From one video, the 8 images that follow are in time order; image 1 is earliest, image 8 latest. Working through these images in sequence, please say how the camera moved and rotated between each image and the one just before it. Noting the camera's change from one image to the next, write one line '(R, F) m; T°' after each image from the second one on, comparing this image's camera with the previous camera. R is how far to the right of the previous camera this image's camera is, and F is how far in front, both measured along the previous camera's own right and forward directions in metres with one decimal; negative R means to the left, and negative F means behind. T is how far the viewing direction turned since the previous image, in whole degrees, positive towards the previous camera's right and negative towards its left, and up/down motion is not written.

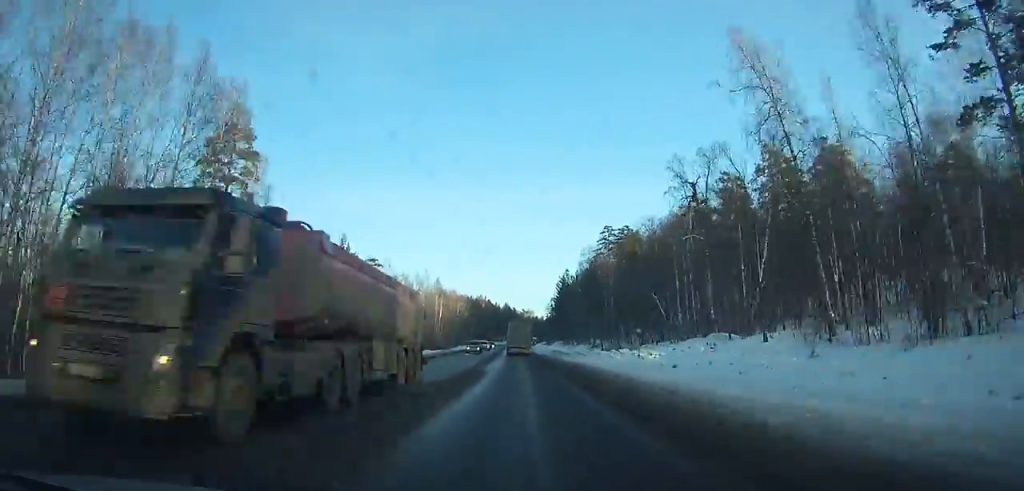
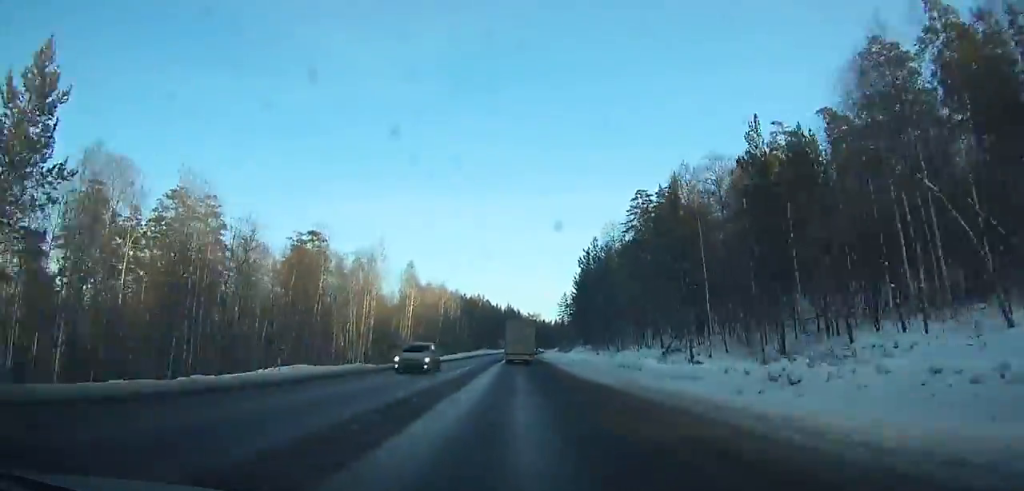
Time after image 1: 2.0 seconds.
(-0.6, +40.5) m; -1°
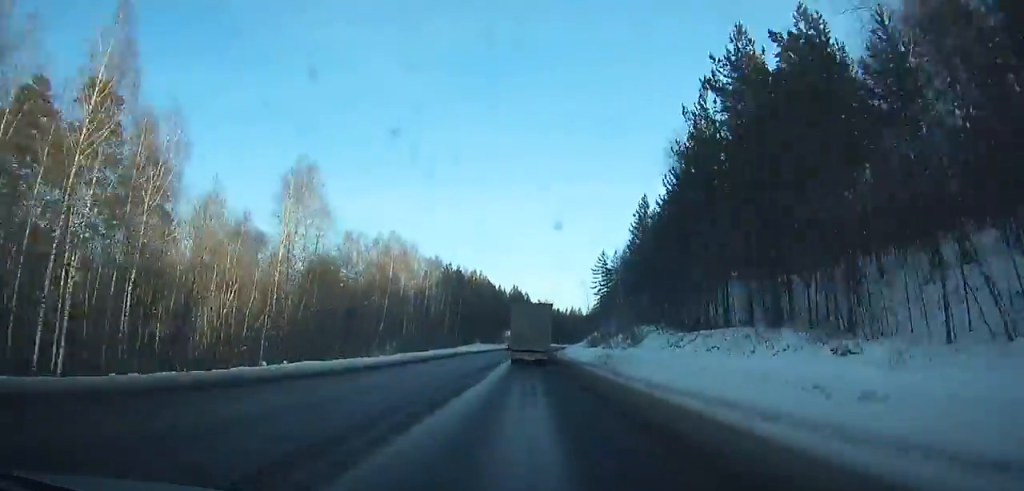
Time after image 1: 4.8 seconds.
(-0.2, +53.2) m; 0°
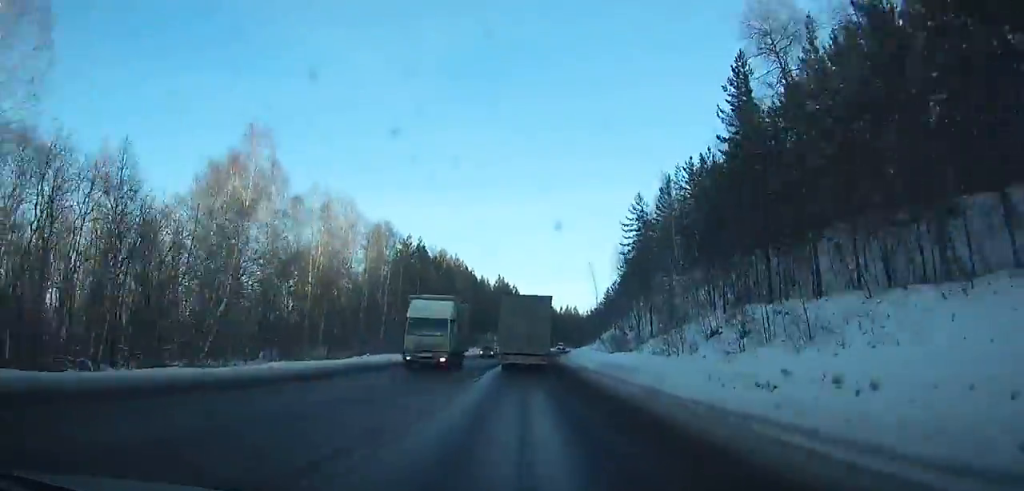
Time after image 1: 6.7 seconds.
(-0.1, +34.1) m; +1°
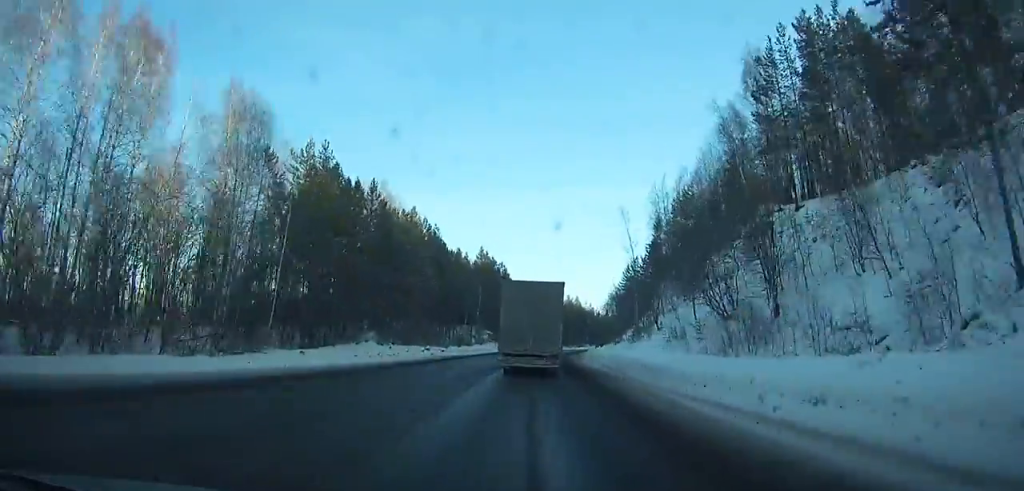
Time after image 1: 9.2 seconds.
(+0.7, +42.4) m; +3°
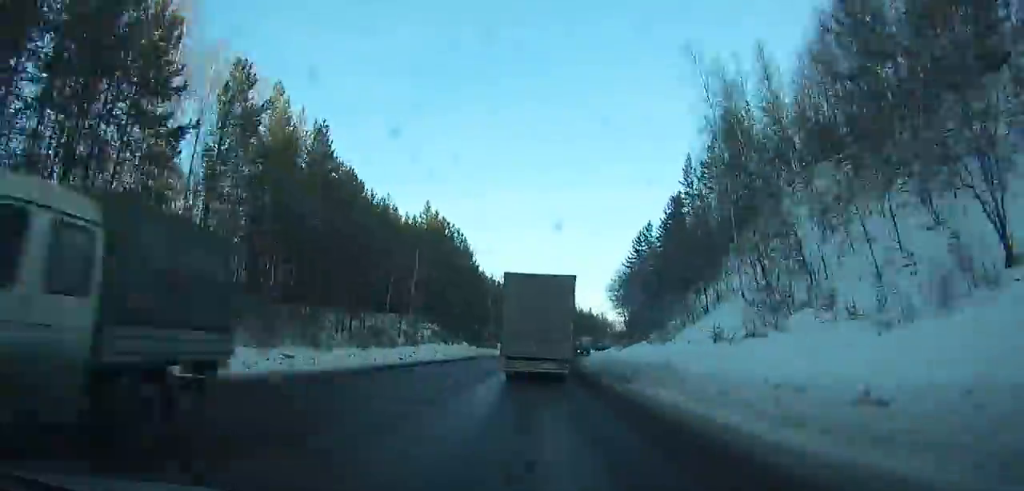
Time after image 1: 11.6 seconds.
(+1.3, +38.0) m; +4°
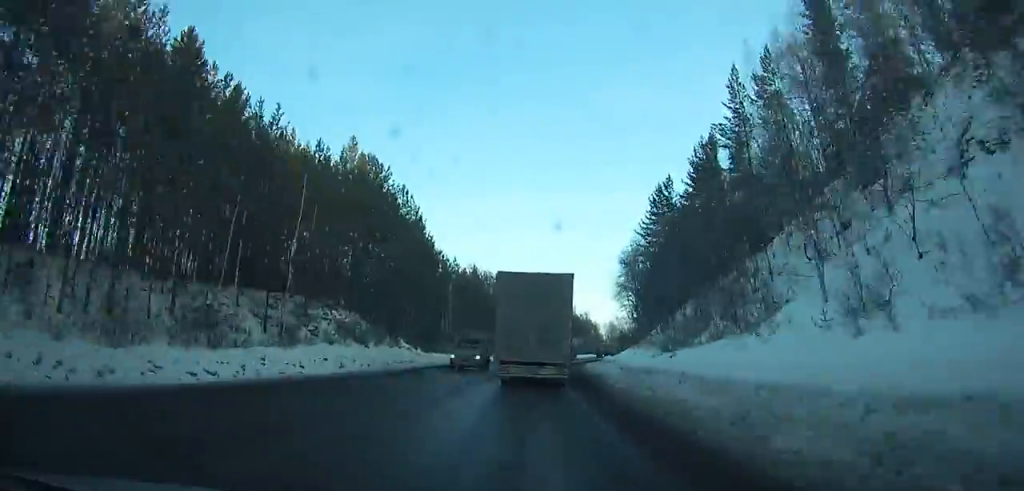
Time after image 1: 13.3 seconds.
(+0.7, +25.8) m; +3°
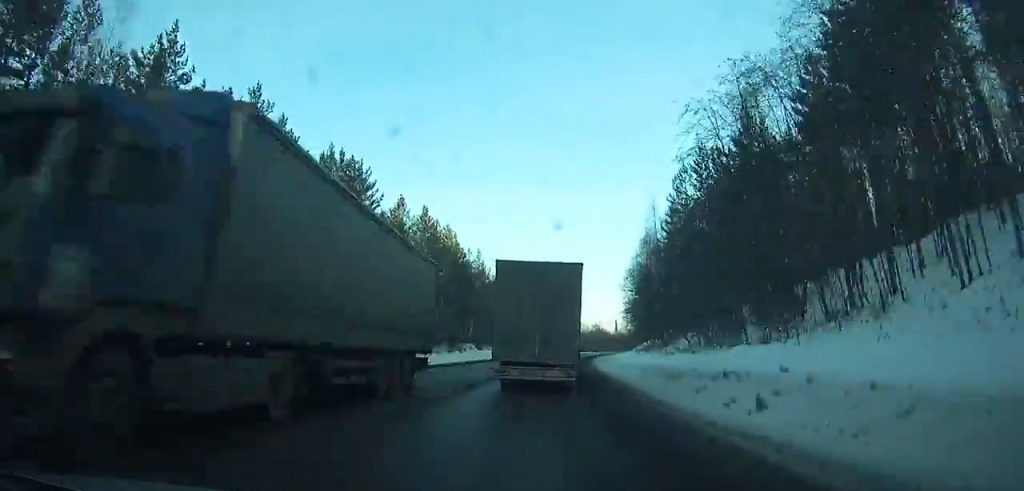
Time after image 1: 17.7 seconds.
(+4.6, +63.7) m; +7°
